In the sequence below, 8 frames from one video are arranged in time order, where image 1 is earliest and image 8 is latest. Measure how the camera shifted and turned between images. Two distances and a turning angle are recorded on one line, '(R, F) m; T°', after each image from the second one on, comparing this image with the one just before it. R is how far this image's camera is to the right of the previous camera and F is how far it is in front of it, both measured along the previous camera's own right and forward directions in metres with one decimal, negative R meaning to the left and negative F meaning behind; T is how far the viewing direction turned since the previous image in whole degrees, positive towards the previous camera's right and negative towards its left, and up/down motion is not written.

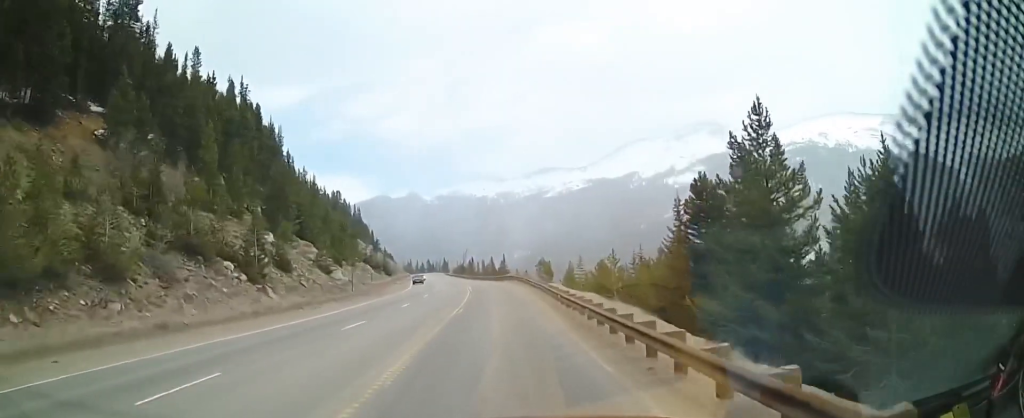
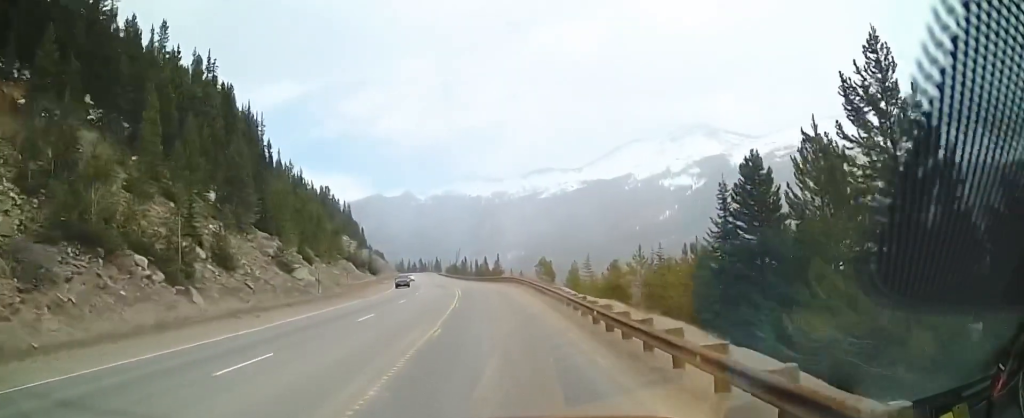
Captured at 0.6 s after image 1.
(+0.2, +9.9) m; +1°
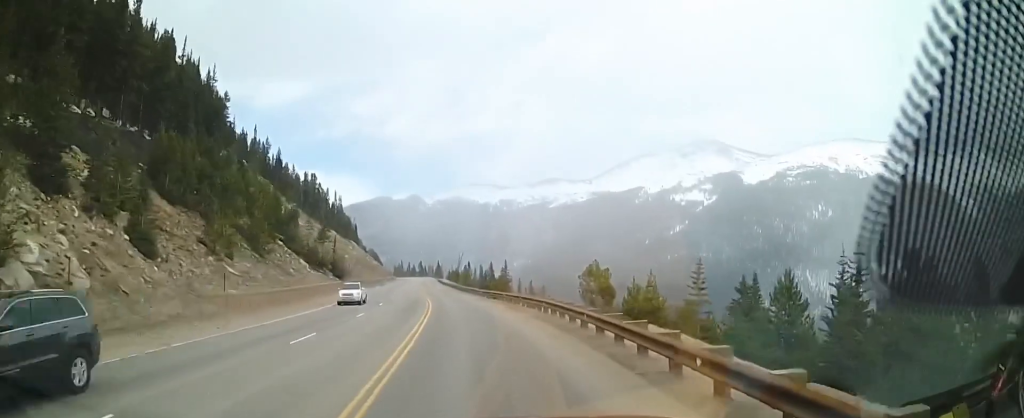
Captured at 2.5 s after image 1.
(+0.8, +32.8) m; +1°
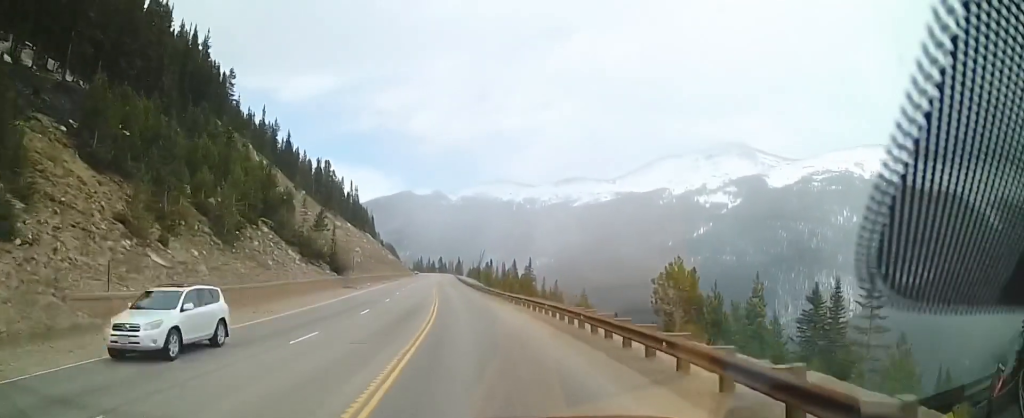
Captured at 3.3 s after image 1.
(-0.6, +13.6) m; -2°
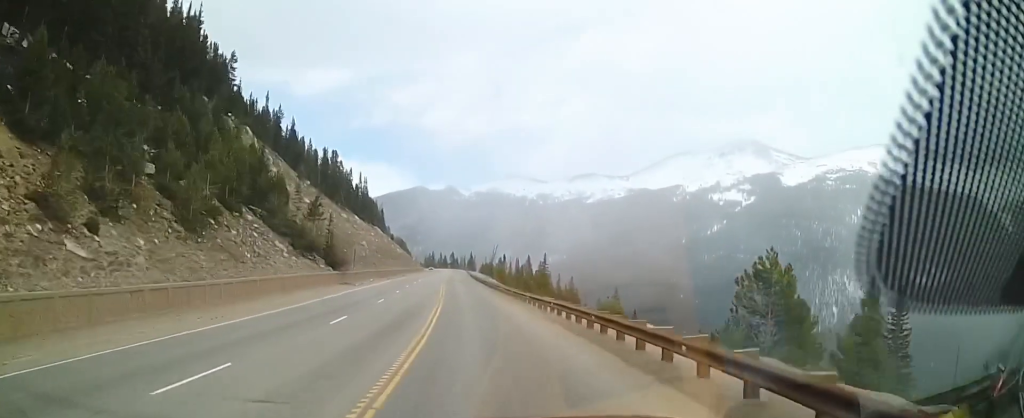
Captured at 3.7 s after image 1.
(-0.1, +8.3) m; -1°
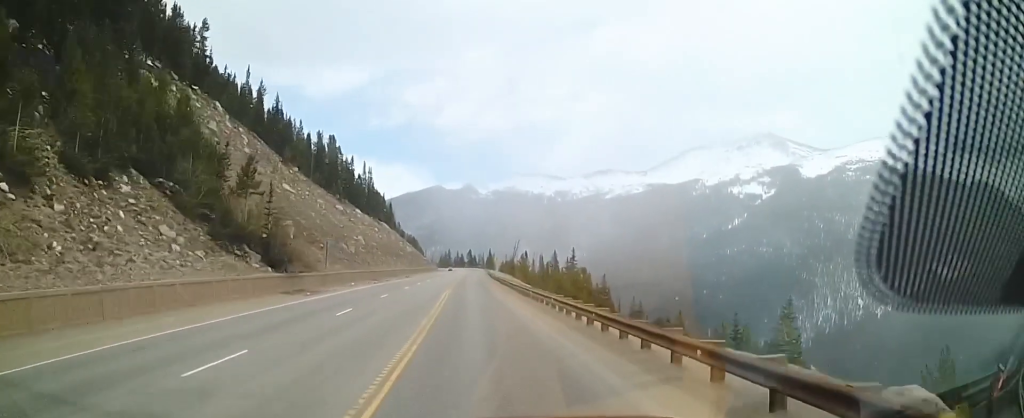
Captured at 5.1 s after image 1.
(-0.2, +24.2) m; -2°
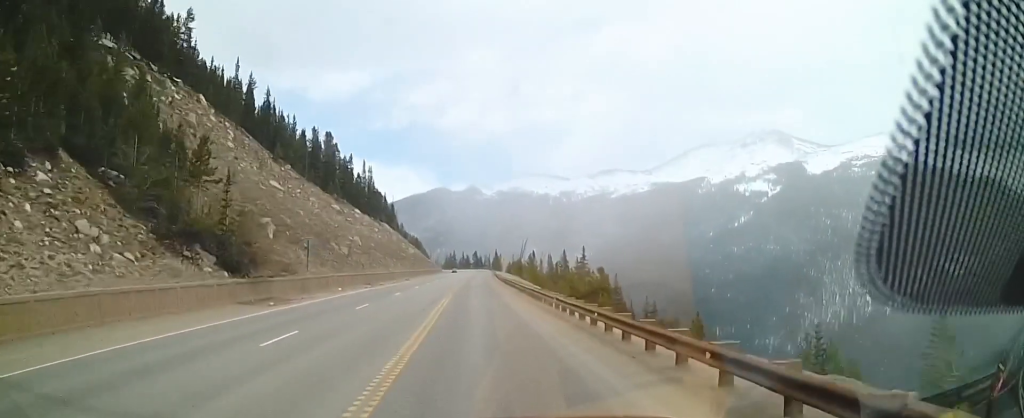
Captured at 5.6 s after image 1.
(-0.1, +8.3) m; 0°
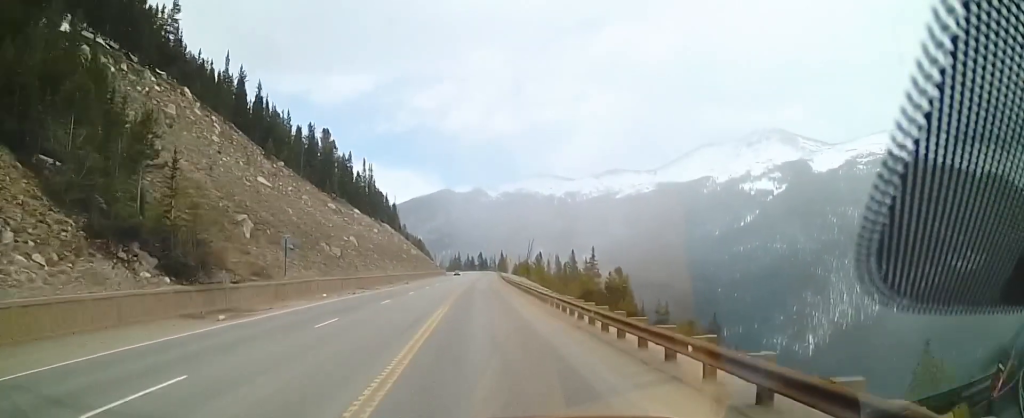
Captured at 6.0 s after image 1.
(0.0, +7.1) m; 0°
